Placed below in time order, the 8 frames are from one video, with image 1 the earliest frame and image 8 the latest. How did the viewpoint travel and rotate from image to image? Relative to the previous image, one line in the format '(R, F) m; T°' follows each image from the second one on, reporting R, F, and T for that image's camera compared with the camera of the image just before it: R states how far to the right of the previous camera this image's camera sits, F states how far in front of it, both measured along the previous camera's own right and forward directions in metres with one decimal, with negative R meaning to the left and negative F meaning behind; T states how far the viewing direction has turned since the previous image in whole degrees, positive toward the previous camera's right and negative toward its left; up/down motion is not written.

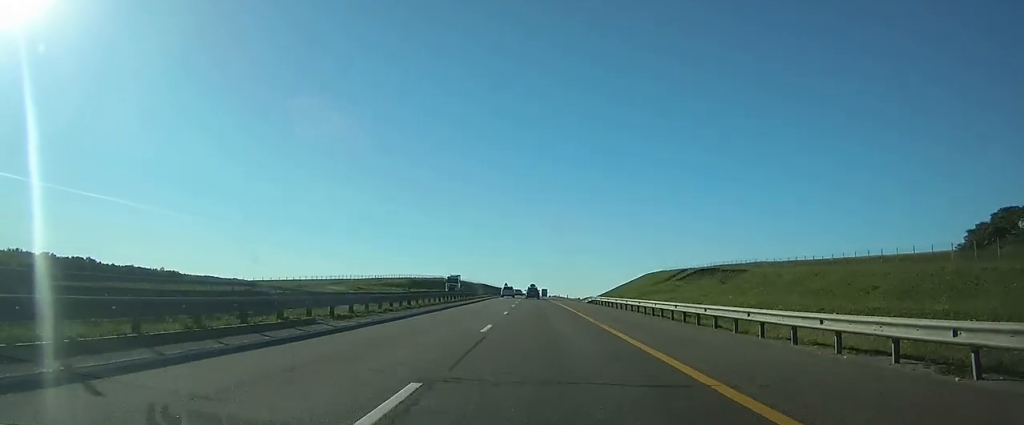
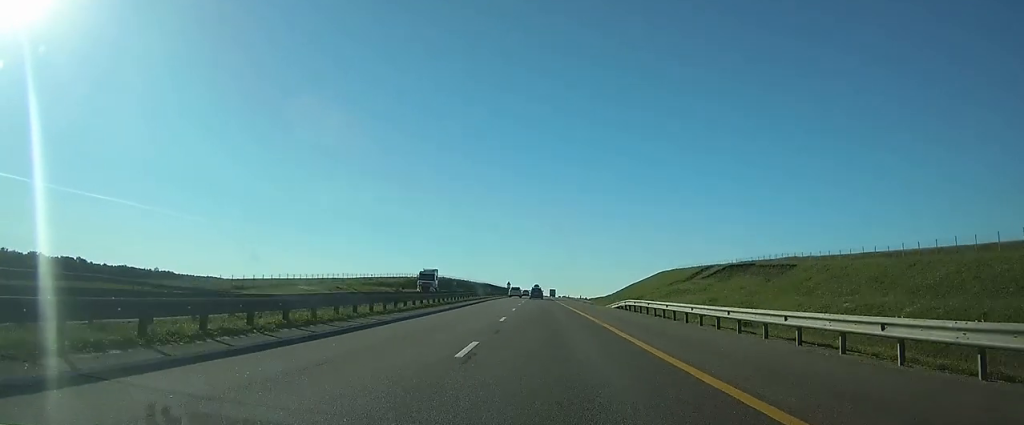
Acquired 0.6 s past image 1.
(-0.1, +17.9) m; -1°
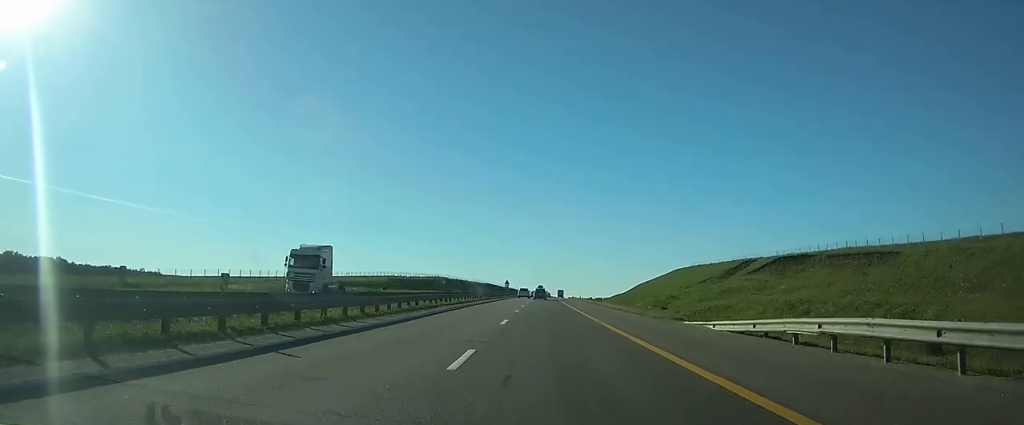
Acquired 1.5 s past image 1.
(-0.2, +25.4) m; -1°
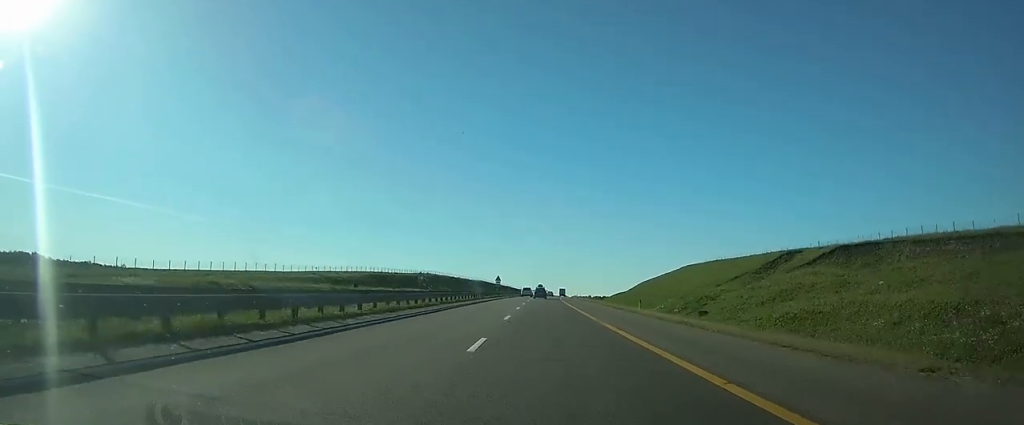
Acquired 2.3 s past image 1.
(-0.2, +21.6) m; 0°
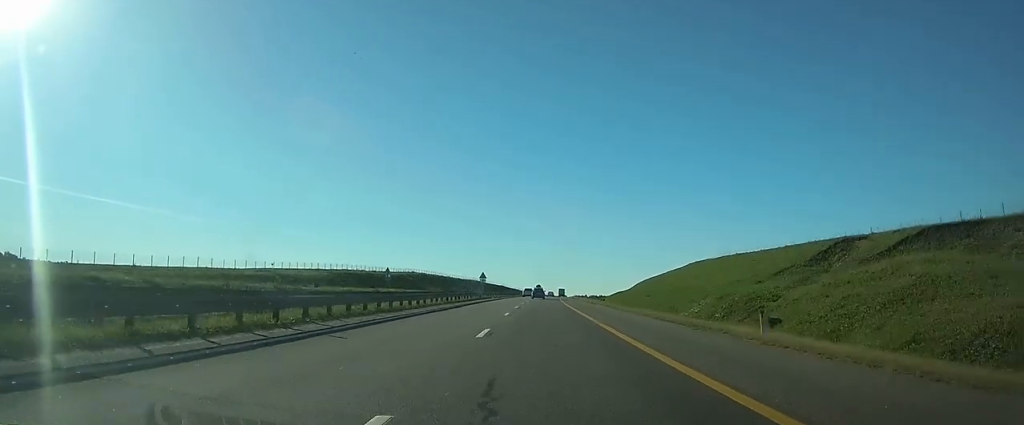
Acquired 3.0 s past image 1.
(0.0, +20.6) m; 0°
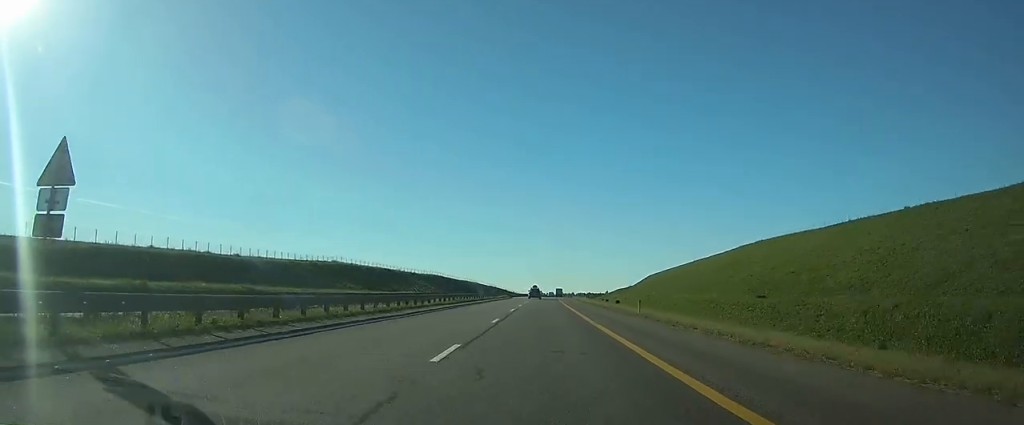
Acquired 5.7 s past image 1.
(+0.6, +76.0) m; +1°
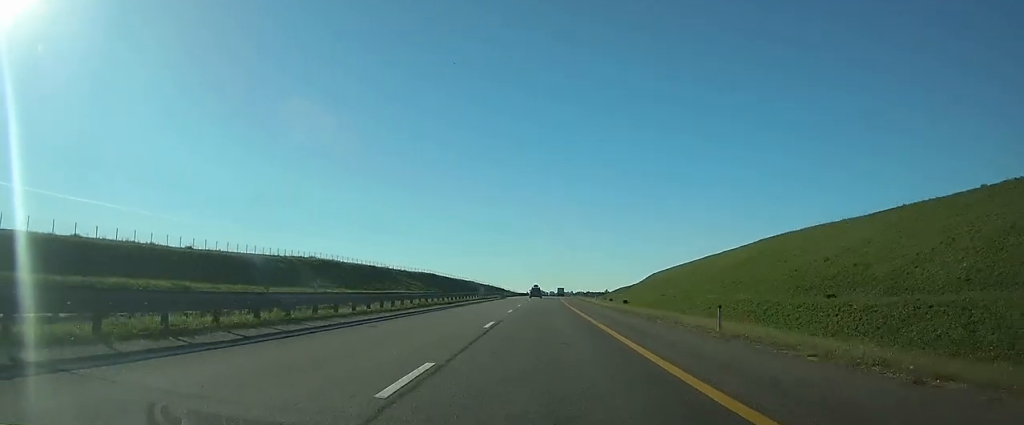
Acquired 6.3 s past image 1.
(0.0, +15.1) m; +1°
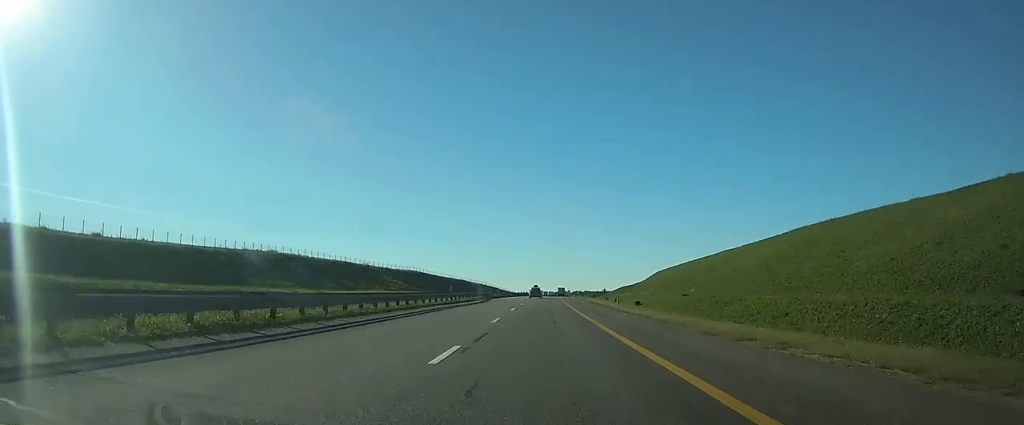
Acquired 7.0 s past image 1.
(+0.2, +20.8) m; 0°
